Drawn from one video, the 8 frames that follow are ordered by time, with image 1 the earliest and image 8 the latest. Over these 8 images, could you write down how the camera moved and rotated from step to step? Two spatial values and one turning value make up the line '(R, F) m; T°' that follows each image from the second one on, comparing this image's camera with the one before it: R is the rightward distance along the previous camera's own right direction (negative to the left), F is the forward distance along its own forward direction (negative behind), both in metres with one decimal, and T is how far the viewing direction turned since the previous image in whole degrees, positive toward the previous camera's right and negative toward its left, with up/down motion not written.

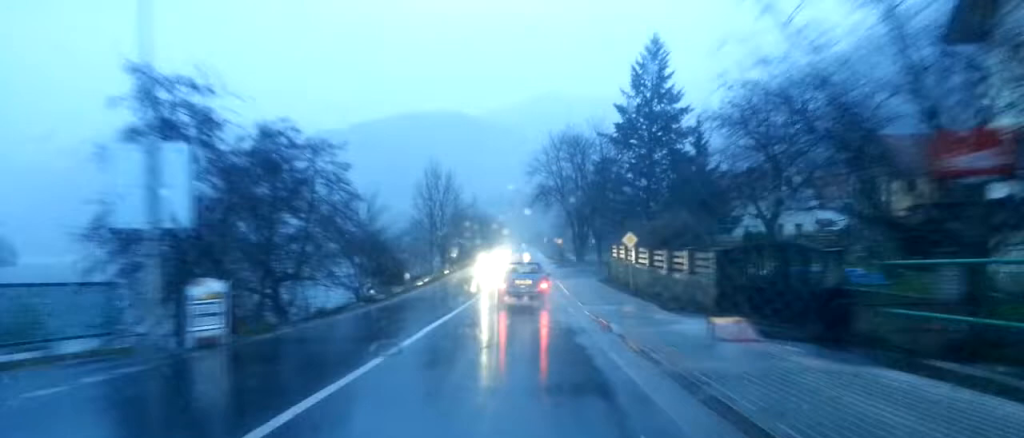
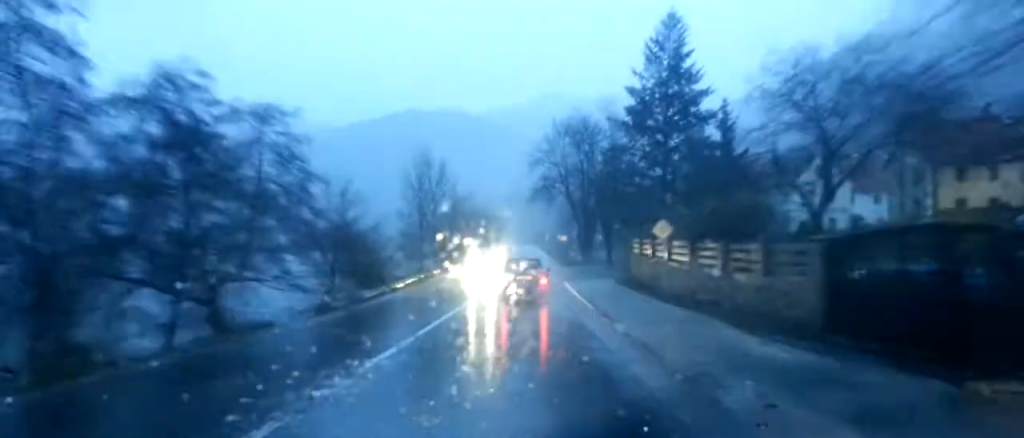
(-0.3, +8.1) m; -1°
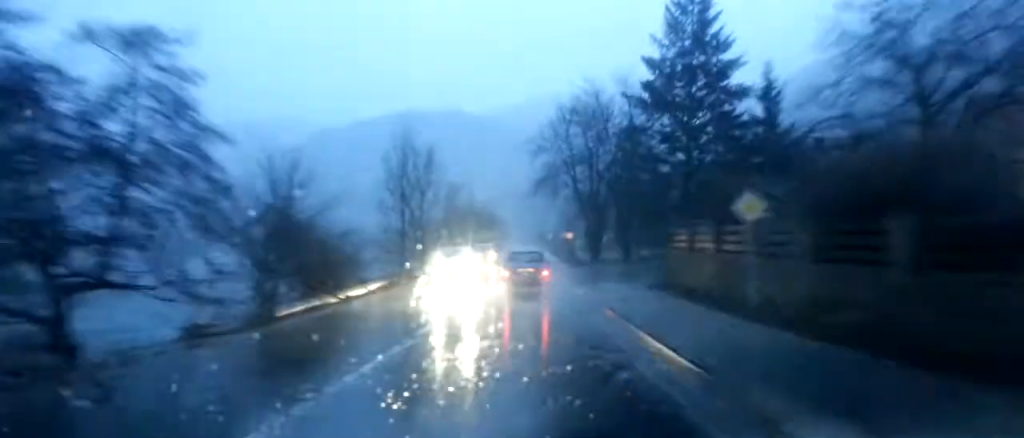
(-0.1, +10.2) m; 0°
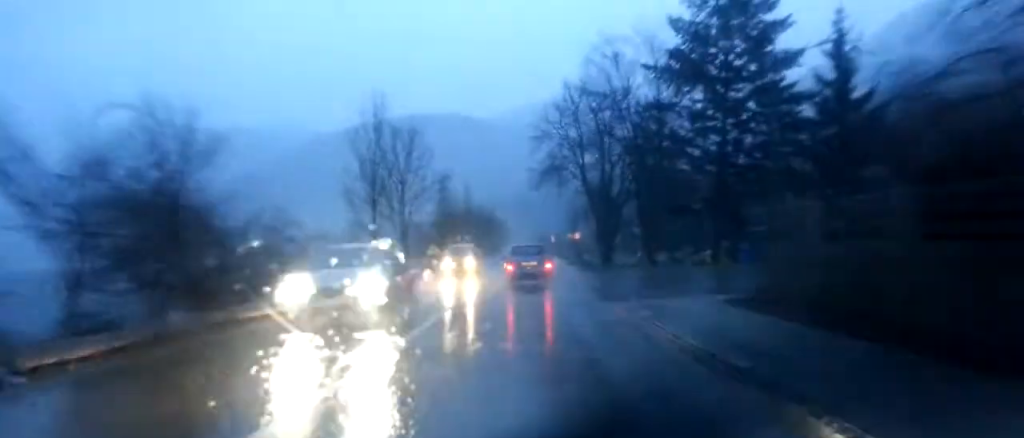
(+0.1, +10.7) m; +1°
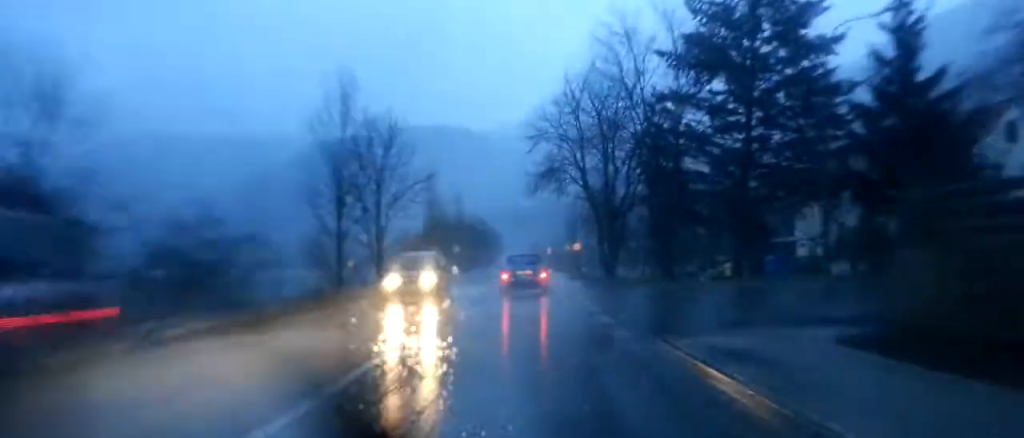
(+0.1, +7.6) m; +1°
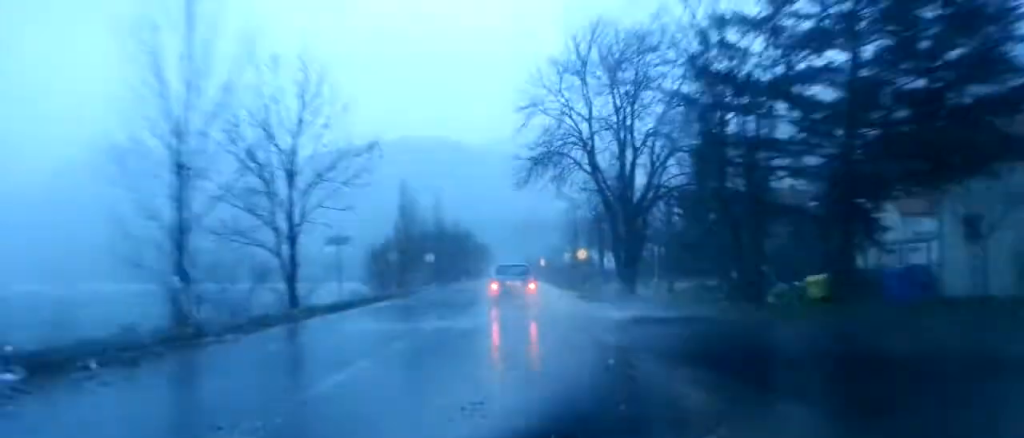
(+0.1, +15.5) m; 0°
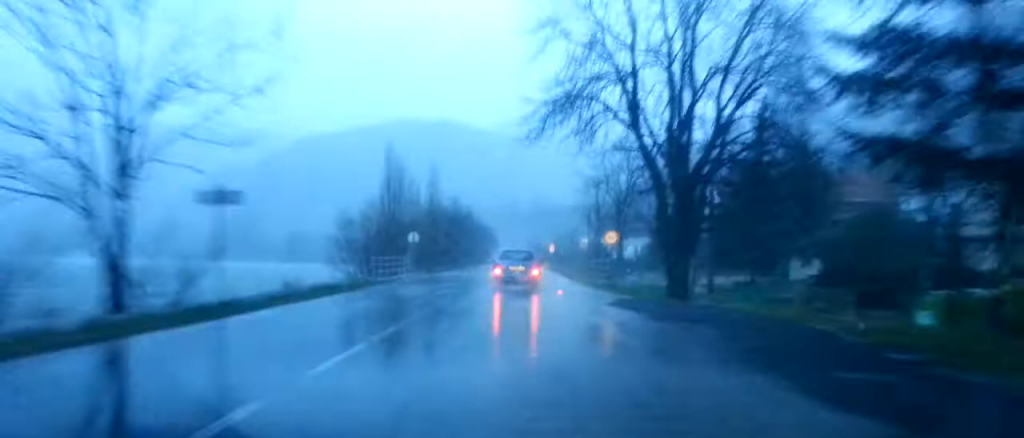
(0.0, +13.2) m; 0°
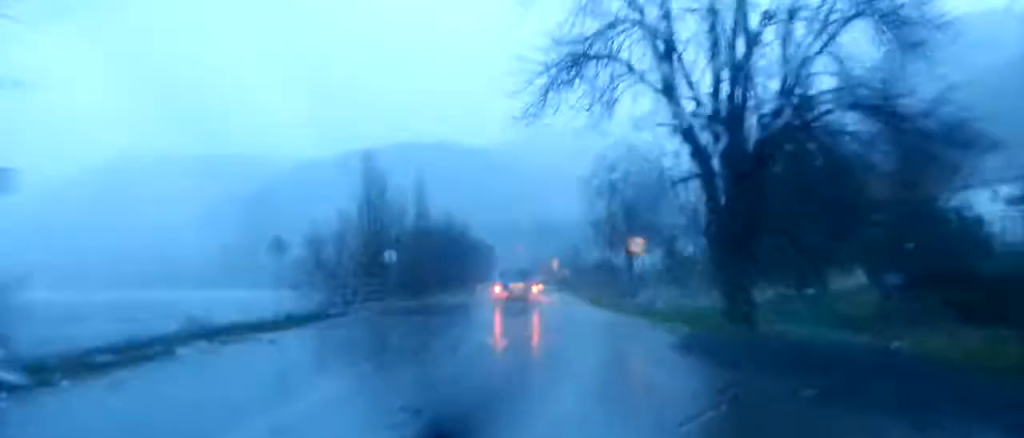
(0.0, +8.9) m; 0°
